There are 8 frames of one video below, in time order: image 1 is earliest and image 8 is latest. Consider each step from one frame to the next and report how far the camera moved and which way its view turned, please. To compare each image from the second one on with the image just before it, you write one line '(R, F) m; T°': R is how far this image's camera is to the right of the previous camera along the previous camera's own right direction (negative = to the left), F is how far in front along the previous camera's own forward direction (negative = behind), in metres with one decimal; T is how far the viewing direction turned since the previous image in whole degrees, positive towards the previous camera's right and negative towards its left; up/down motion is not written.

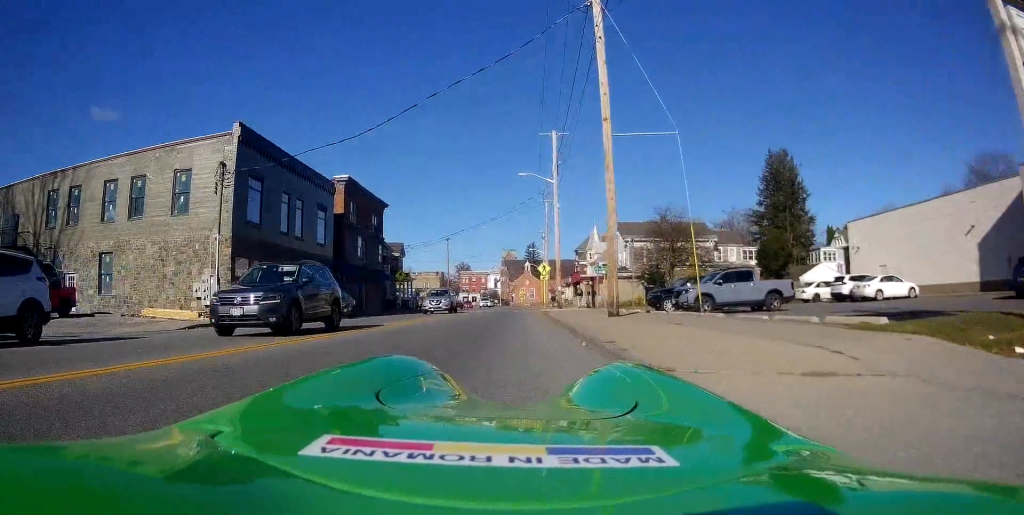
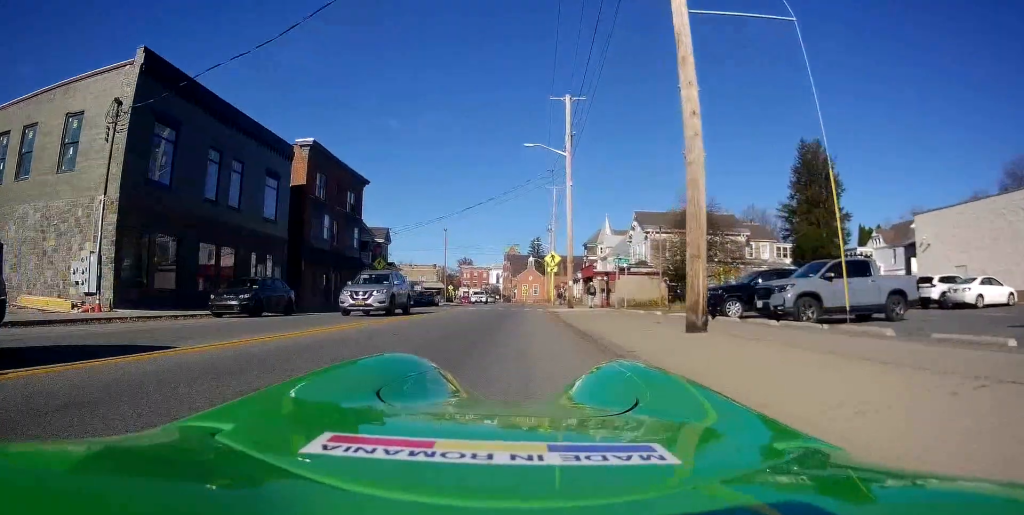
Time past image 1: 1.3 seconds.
(+0.7, +8.9) m; +1°
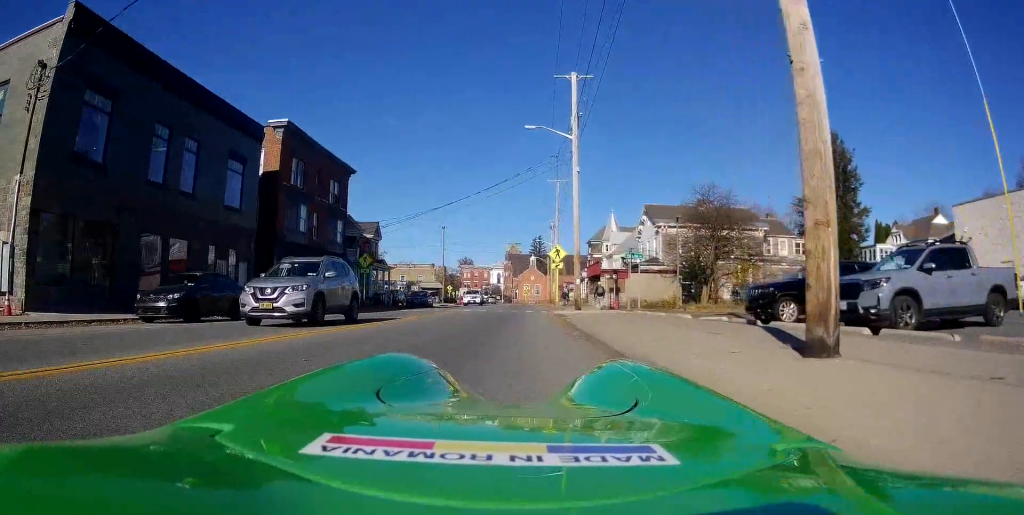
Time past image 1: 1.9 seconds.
(-0.4, +4.4) m; -5°
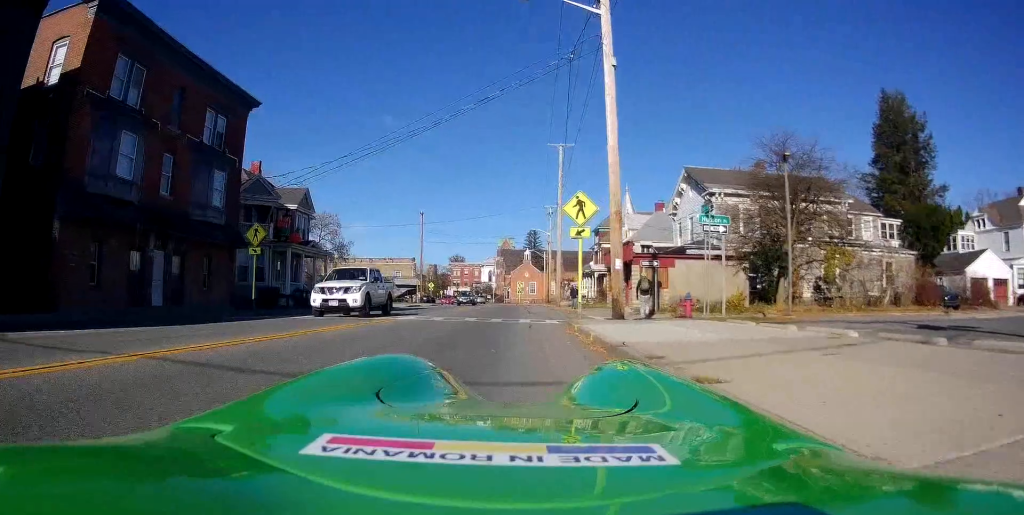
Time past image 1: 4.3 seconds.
(+0.1, +16.0) m; +5°
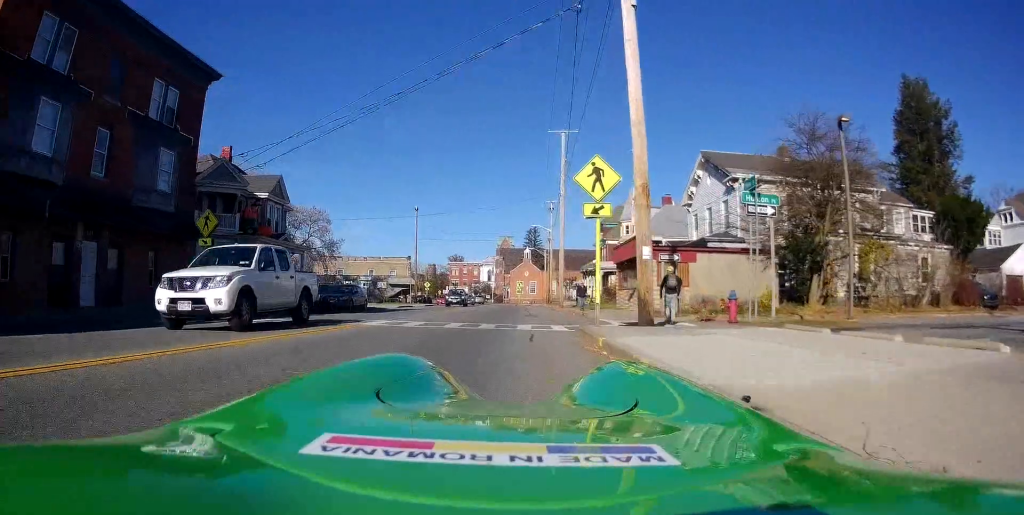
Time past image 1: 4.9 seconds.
(0.0, +4.1) m; -2°
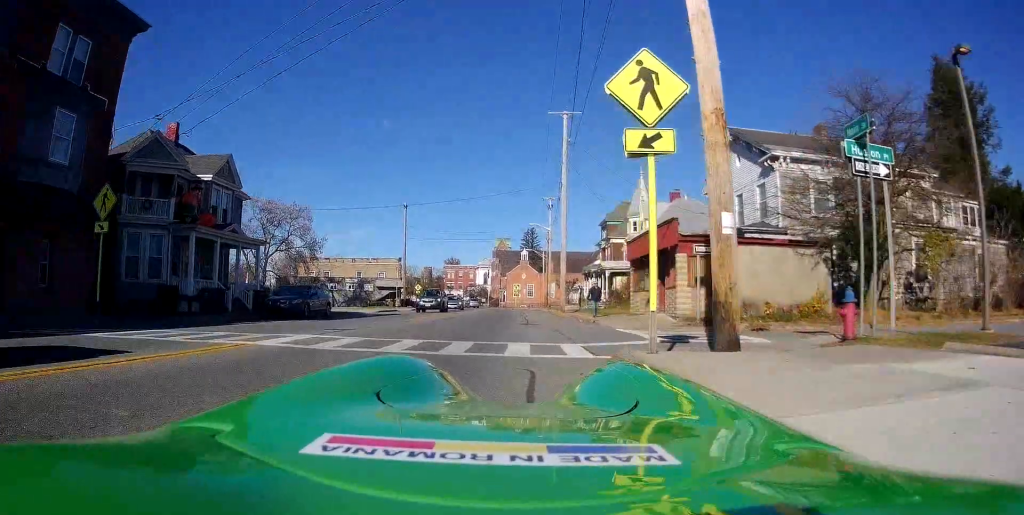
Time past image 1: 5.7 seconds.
(-0.2, +5.7) m; -1°
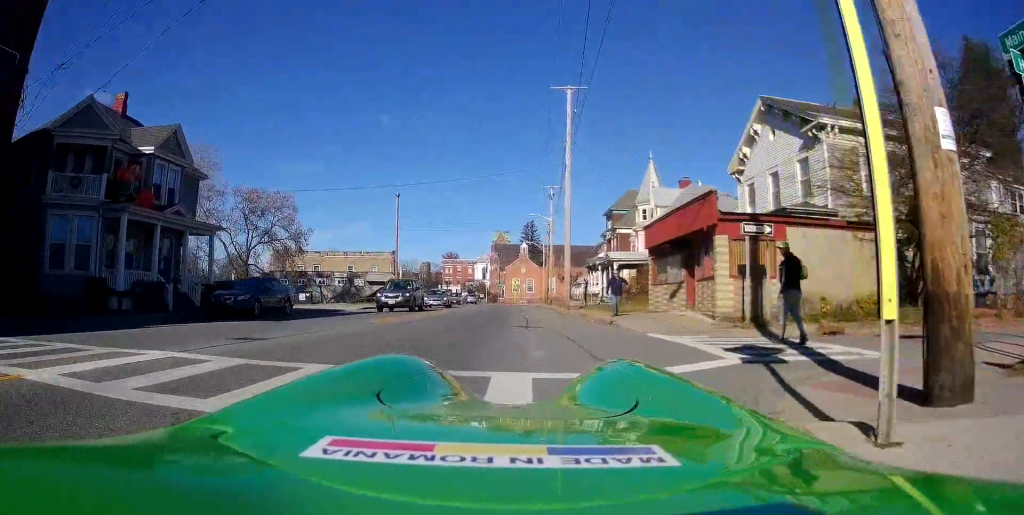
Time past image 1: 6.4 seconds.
(-0.1, +4.5) m; +1°
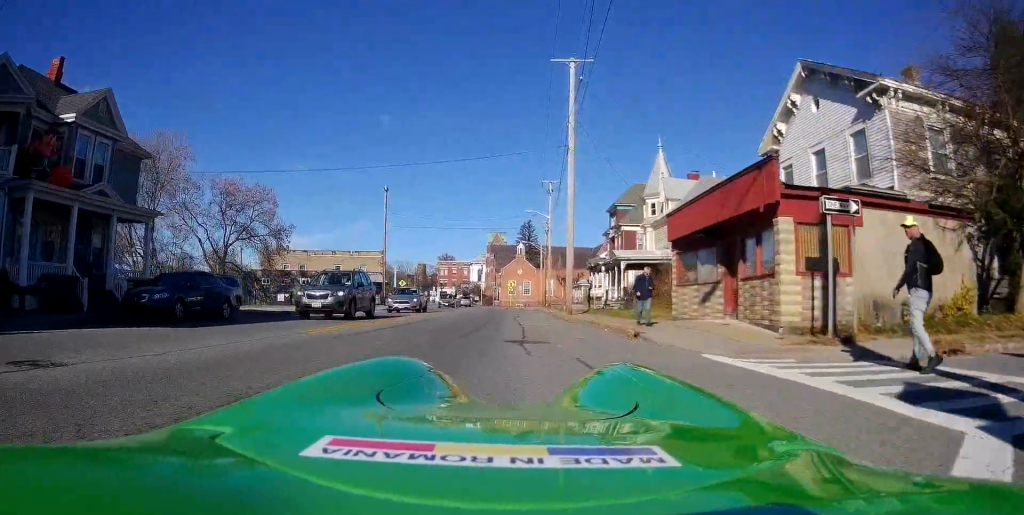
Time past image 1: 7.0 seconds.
(+0.2, +4.4) m; +4°
